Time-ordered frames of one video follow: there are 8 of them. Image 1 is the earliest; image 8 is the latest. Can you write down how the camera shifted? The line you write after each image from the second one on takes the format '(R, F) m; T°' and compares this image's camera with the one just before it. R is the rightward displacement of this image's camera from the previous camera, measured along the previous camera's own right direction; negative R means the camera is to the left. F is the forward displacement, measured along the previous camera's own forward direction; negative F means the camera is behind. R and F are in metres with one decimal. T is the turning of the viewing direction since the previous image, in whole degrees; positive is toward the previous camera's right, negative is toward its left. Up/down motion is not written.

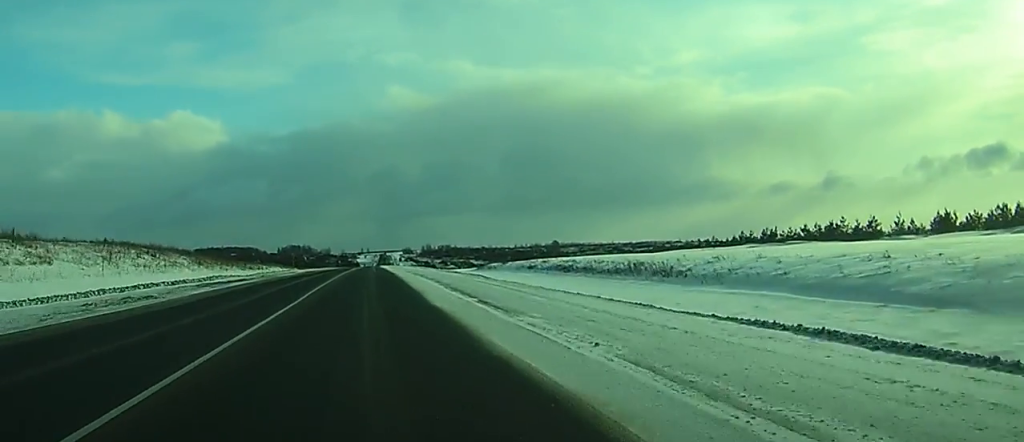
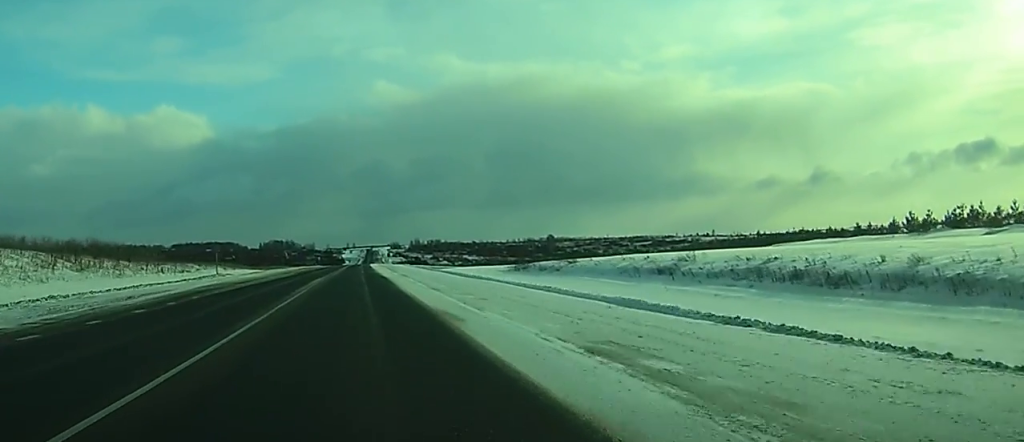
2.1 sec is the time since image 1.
(+1.0, +61.5) m; +1°
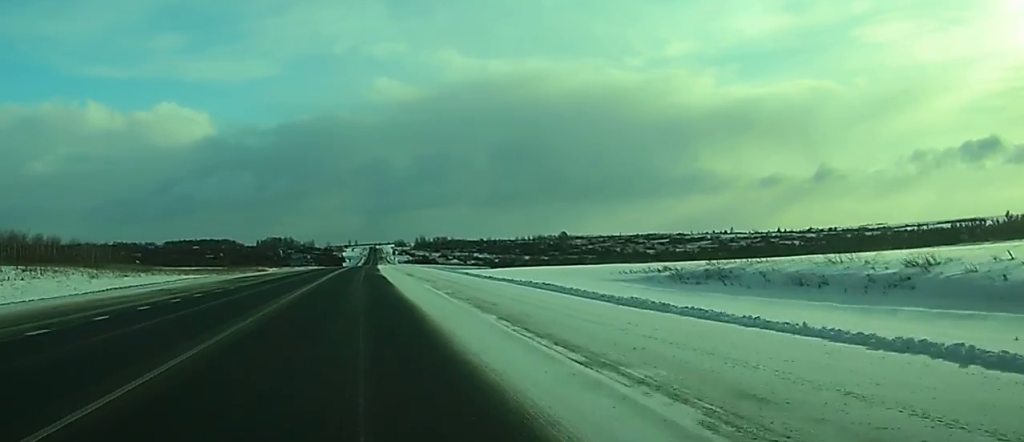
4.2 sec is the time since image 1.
(+0.2, +66.2) m; 0°
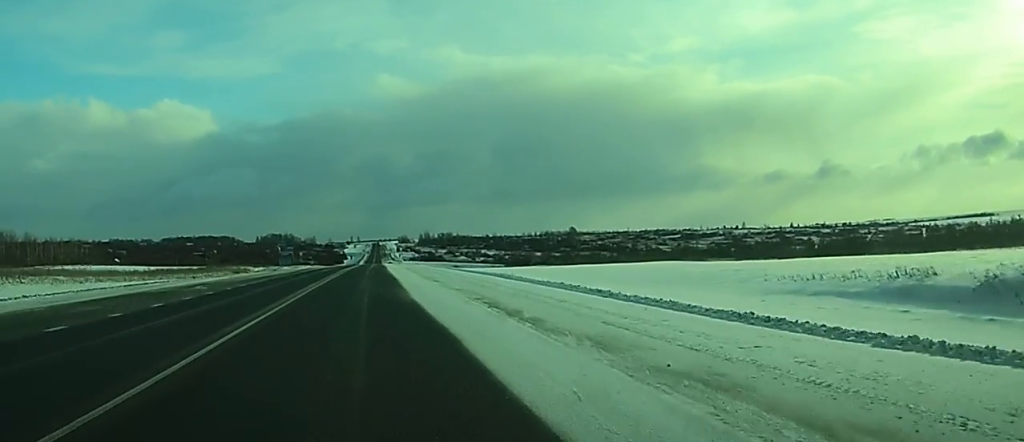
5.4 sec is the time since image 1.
(+0.1, +35.3) m; 0°
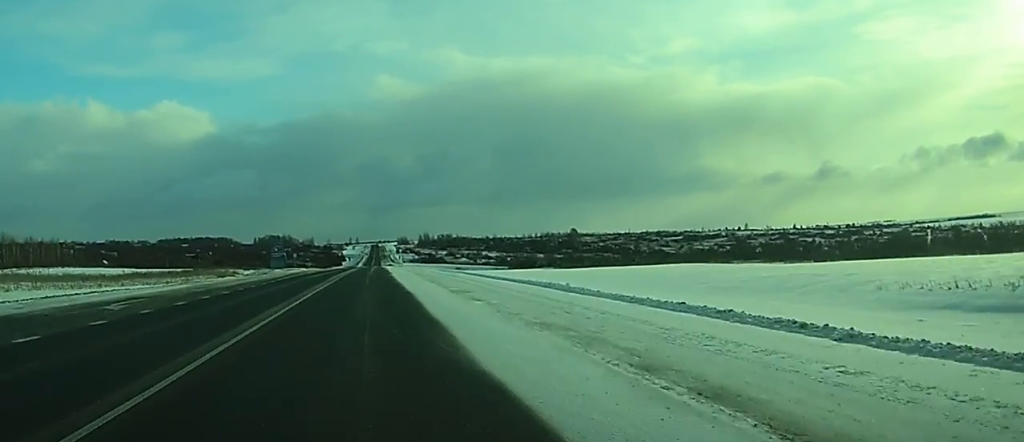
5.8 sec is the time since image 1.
(0.0, +13.6) m; 0°
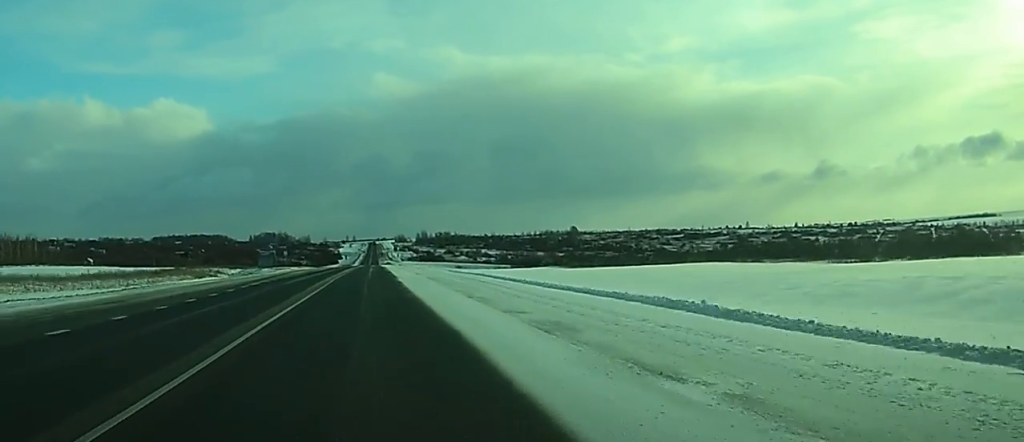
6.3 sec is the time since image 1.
(0.0, +14.7) m; 0°
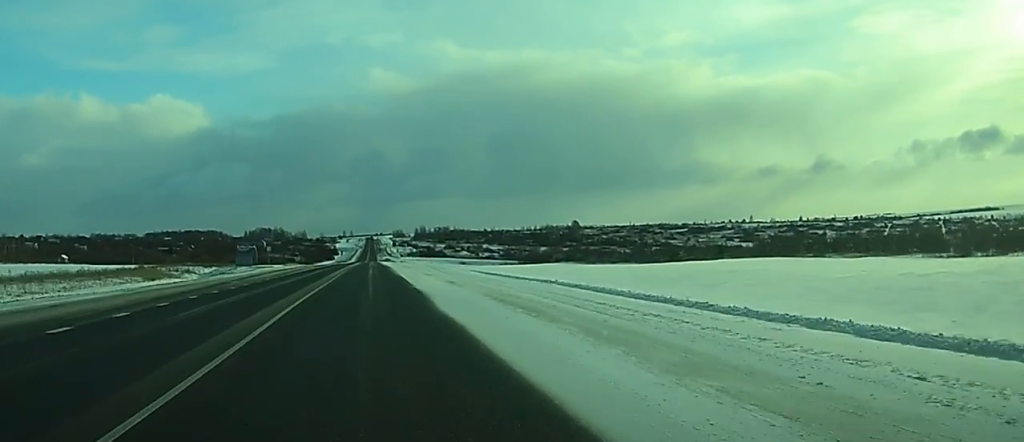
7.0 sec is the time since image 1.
(+0.1, +24.1) m; 0°
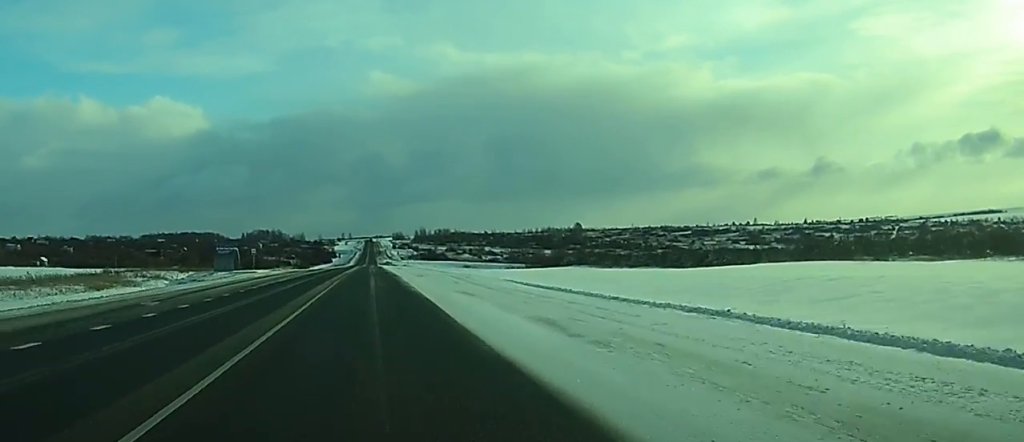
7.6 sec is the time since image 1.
(+0.1, +17.9) m; 0°
